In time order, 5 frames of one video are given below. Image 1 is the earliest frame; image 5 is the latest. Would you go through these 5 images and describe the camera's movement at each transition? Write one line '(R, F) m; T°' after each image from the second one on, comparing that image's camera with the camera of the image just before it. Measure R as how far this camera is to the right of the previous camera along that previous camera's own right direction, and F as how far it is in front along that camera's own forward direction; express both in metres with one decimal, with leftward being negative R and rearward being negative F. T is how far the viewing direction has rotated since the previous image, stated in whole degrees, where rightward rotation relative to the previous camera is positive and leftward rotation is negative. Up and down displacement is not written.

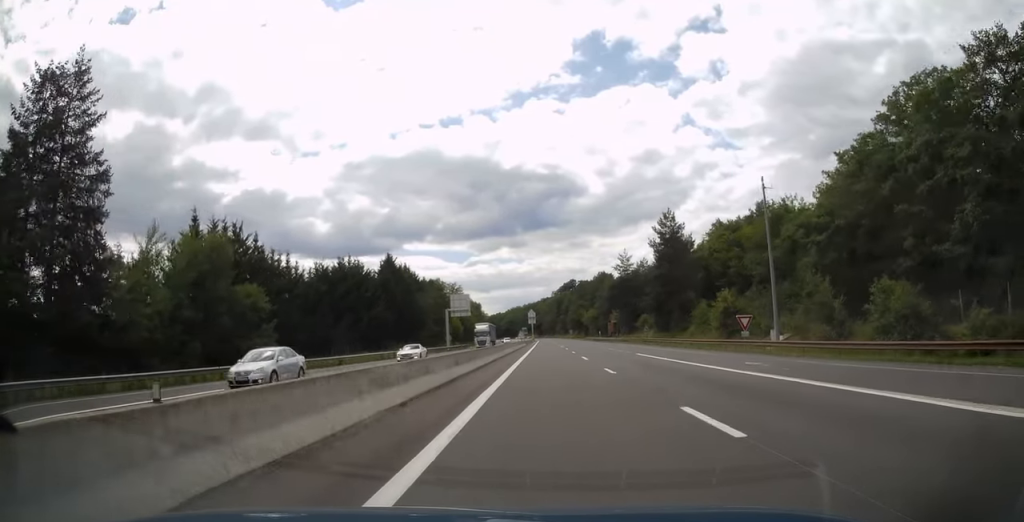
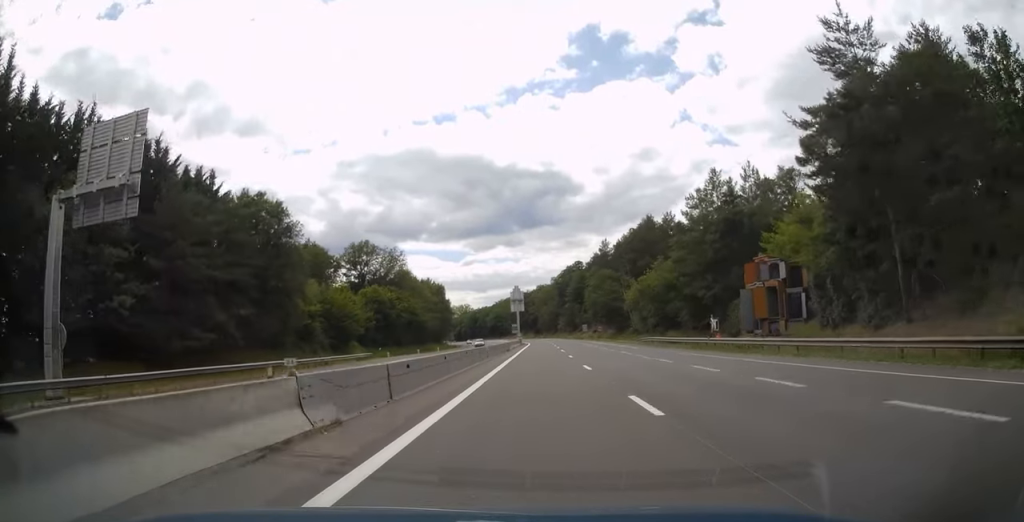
(+0.8, +88.5) m; +1°
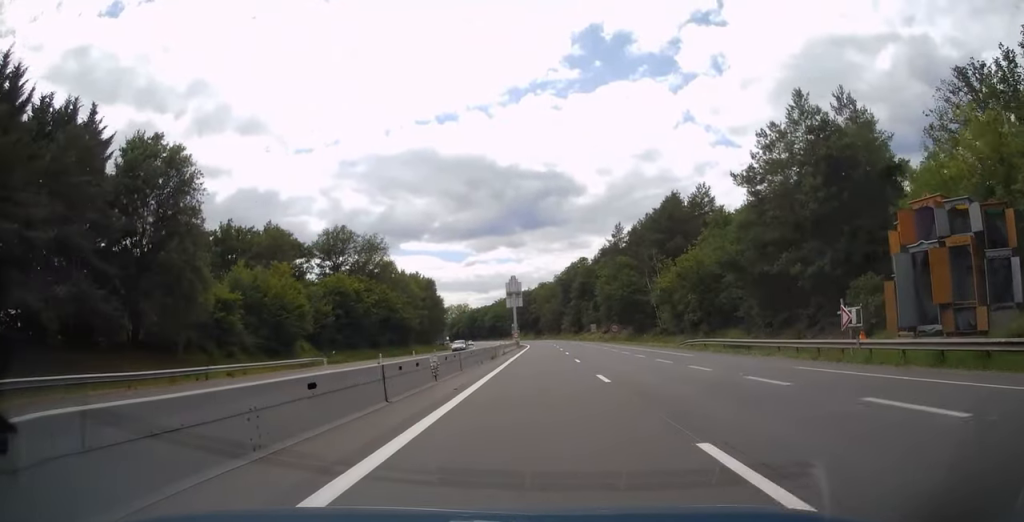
(-0.1, +18.7) m; 0°
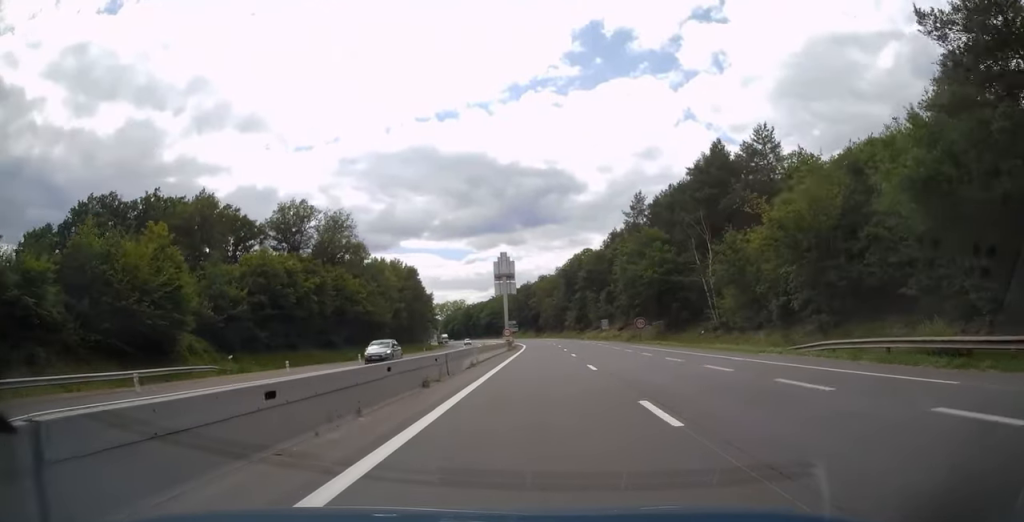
(-0.2, +21.7) m; -1°
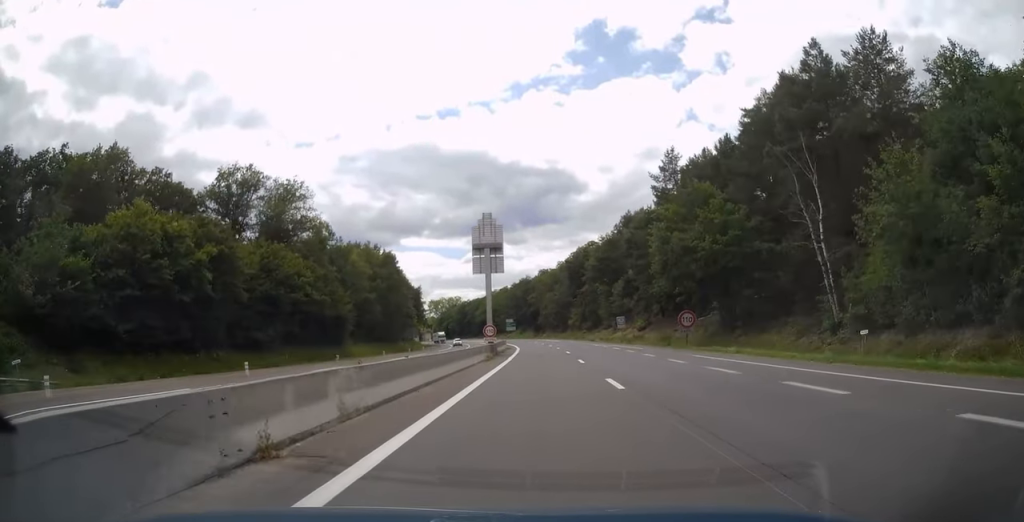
(0.0, +20.2) m; 0°
